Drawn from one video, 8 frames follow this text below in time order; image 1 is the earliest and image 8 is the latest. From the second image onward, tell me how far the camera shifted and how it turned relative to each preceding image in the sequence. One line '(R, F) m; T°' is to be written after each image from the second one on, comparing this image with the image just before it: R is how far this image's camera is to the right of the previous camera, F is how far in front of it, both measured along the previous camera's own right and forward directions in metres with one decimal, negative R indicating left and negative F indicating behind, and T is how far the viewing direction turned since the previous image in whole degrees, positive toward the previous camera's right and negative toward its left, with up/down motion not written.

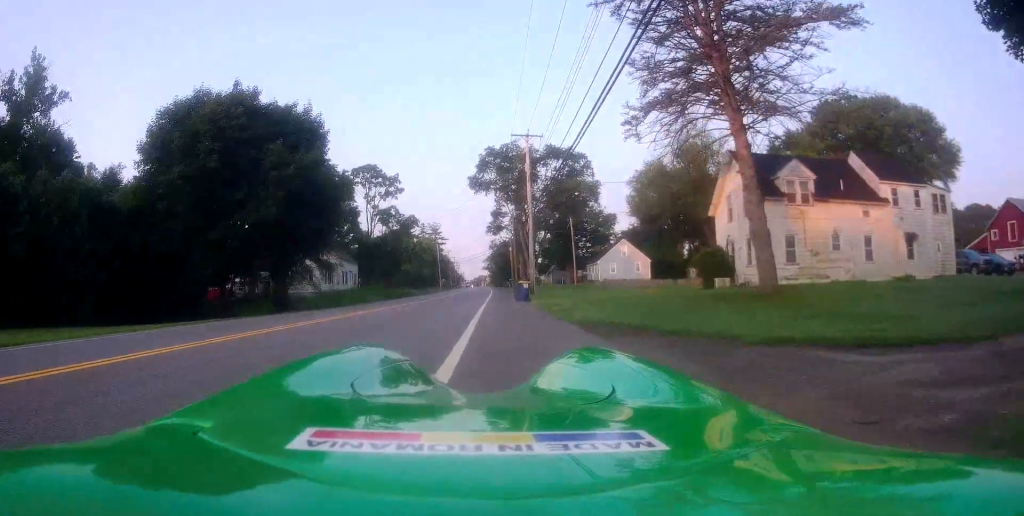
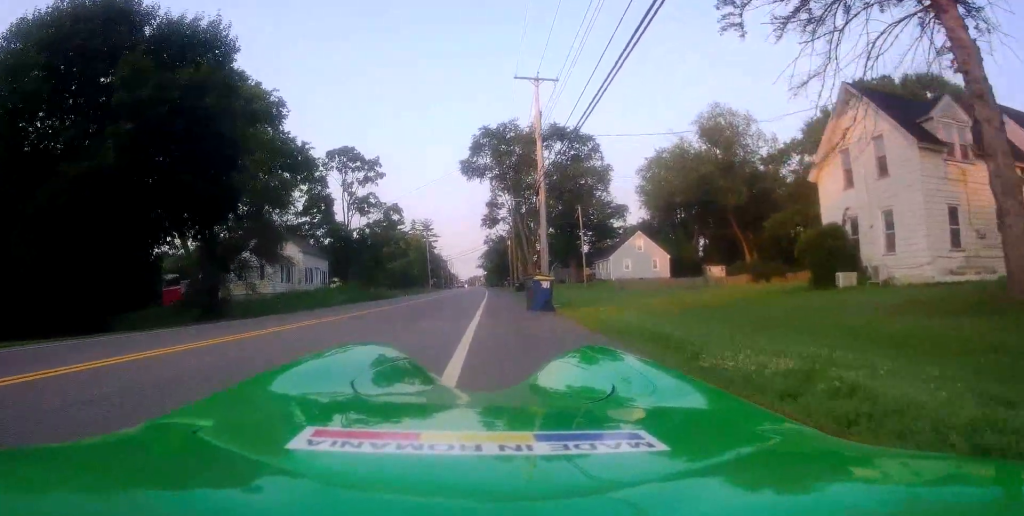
(-0.2, +12.7) m; 0°
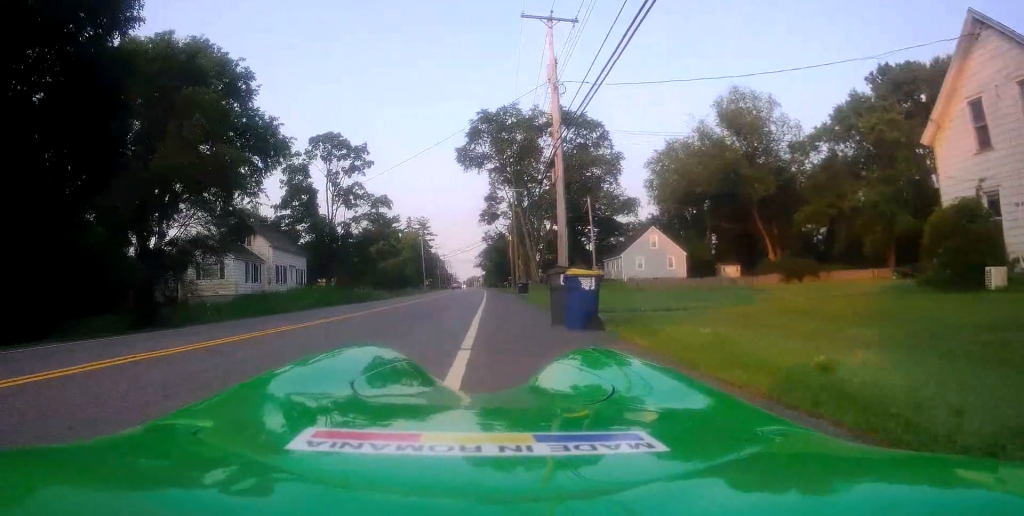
(+0.1, +7.5) m; +4°
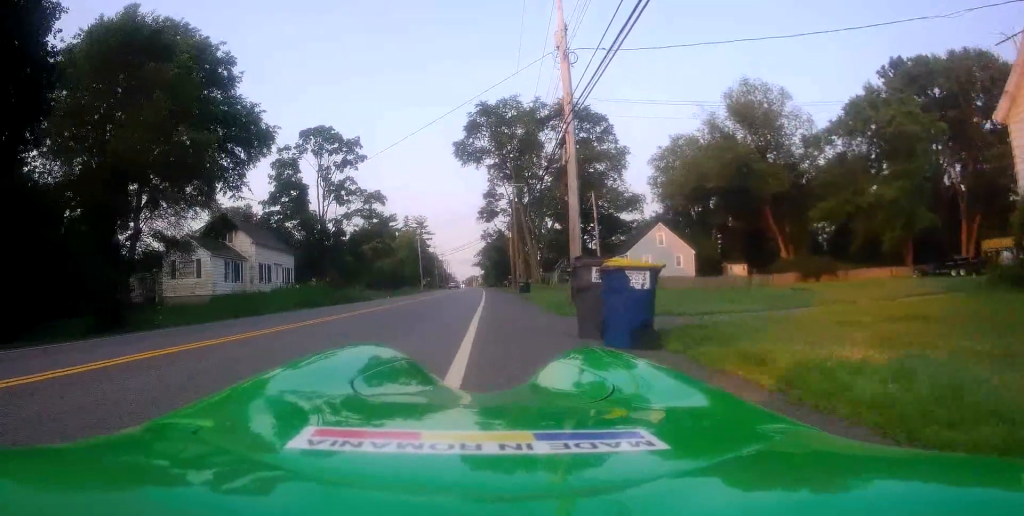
(0.0, +3.5) m; +3°
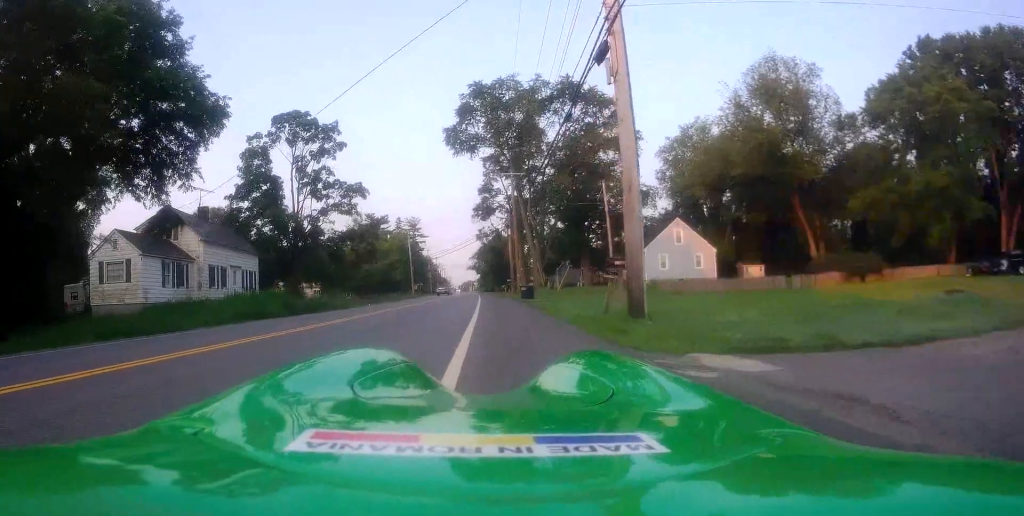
(+0.6, +8.2) m; +1°
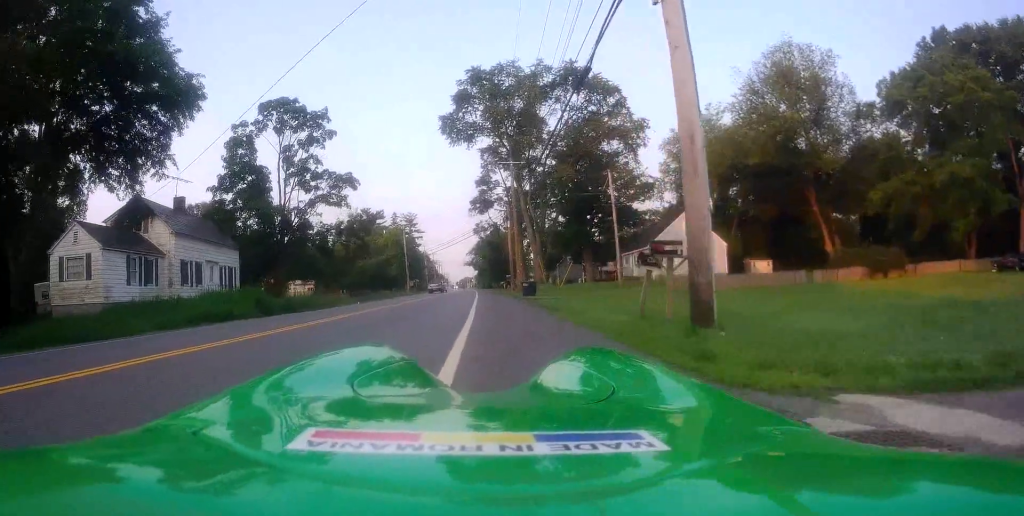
(-0.1, +3.5) m; -3°
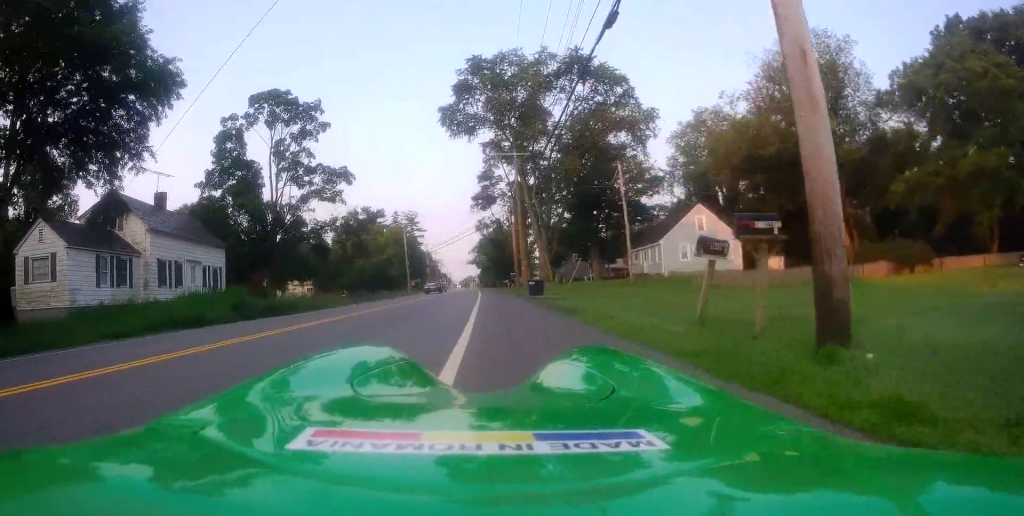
(-0.1, +3.2) m; -4°
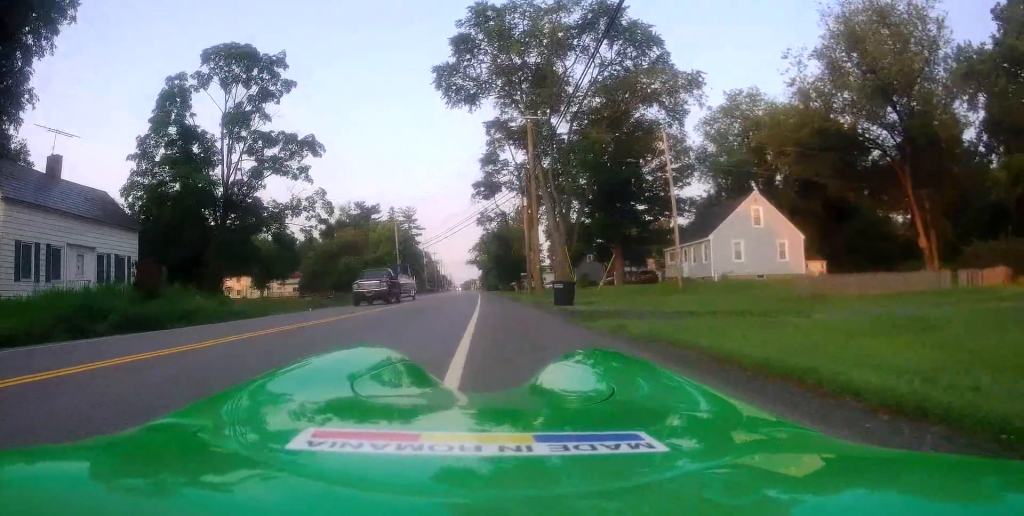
(-0.6, +11.7) m; 0°
